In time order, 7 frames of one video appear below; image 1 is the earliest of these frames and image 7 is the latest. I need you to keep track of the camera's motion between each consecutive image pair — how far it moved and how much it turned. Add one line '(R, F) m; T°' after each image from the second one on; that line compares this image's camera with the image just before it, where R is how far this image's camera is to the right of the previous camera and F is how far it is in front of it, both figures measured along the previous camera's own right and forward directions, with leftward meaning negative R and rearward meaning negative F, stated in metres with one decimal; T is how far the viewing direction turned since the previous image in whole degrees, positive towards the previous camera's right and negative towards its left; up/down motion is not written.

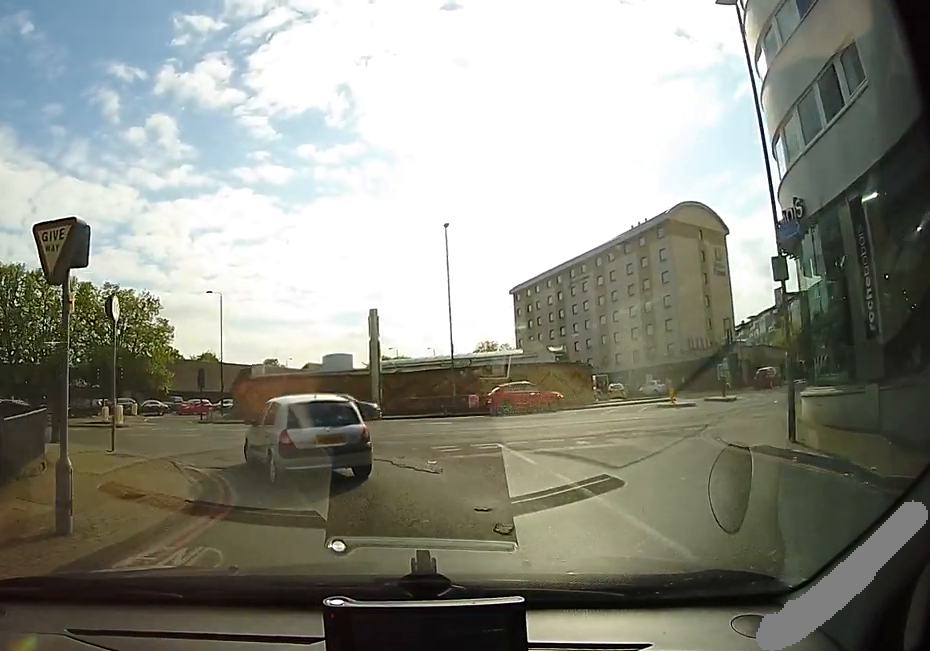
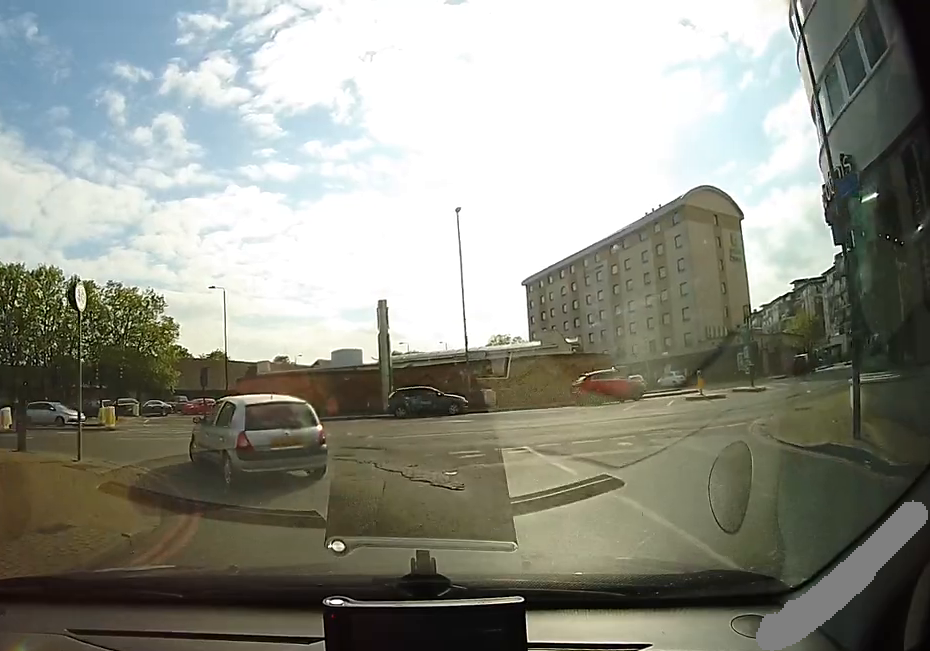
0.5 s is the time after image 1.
(0.0, +1.2) m; -1°
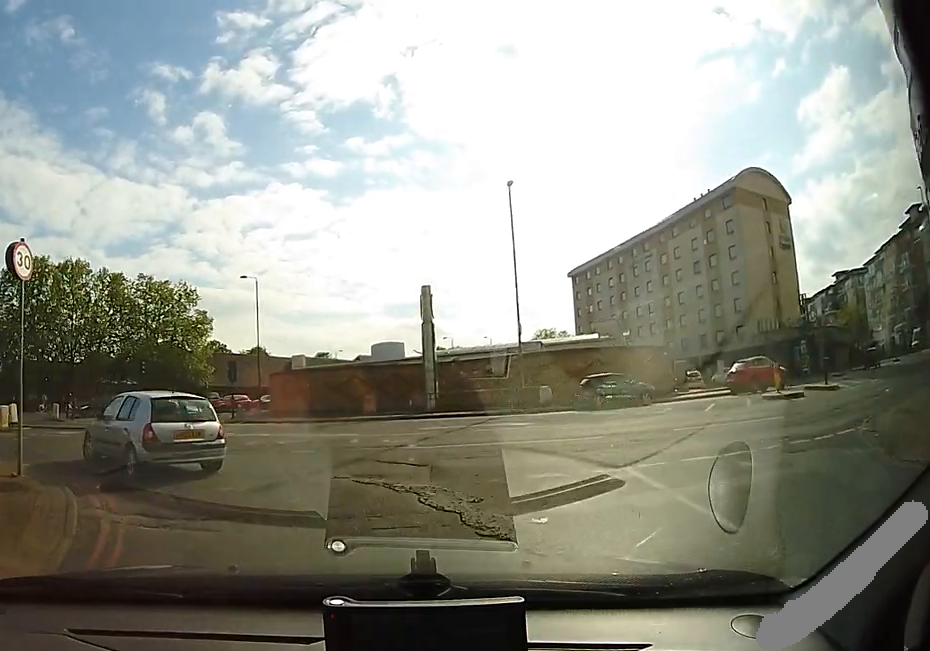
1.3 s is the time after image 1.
(0.0, +2.1) m; -9°
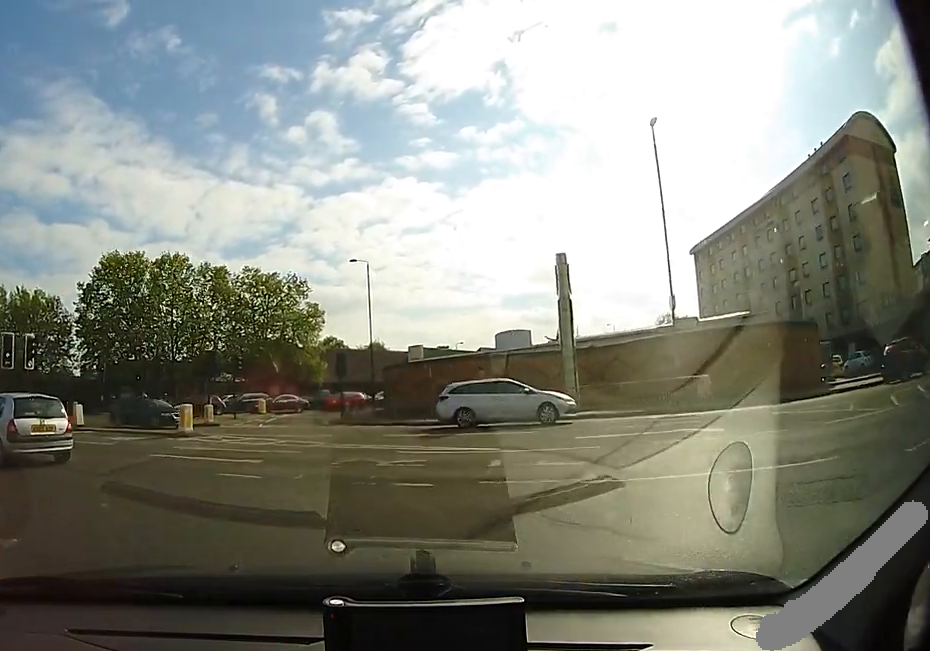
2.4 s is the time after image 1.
(-0.5, +3.4) m; -25°
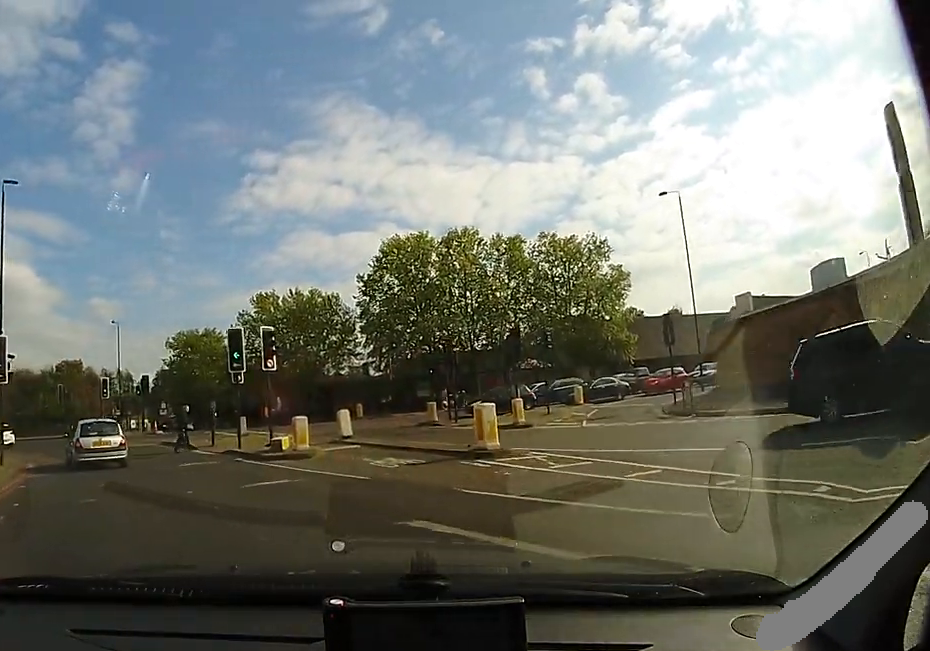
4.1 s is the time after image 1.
(-1.9, +4.1) m; -58°
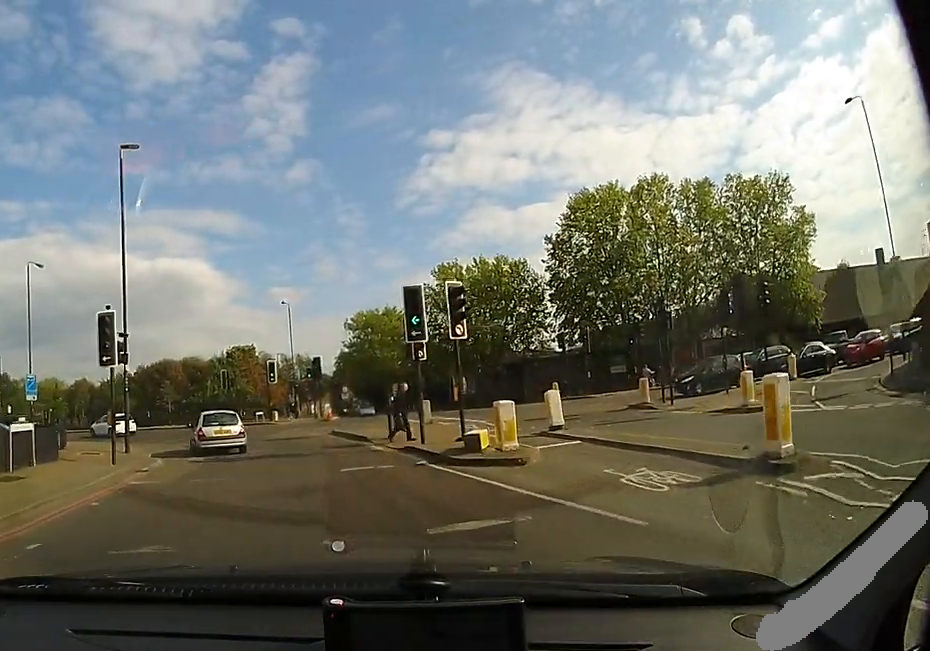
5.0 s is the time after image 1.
(-0.9, +1.9) m; -31°
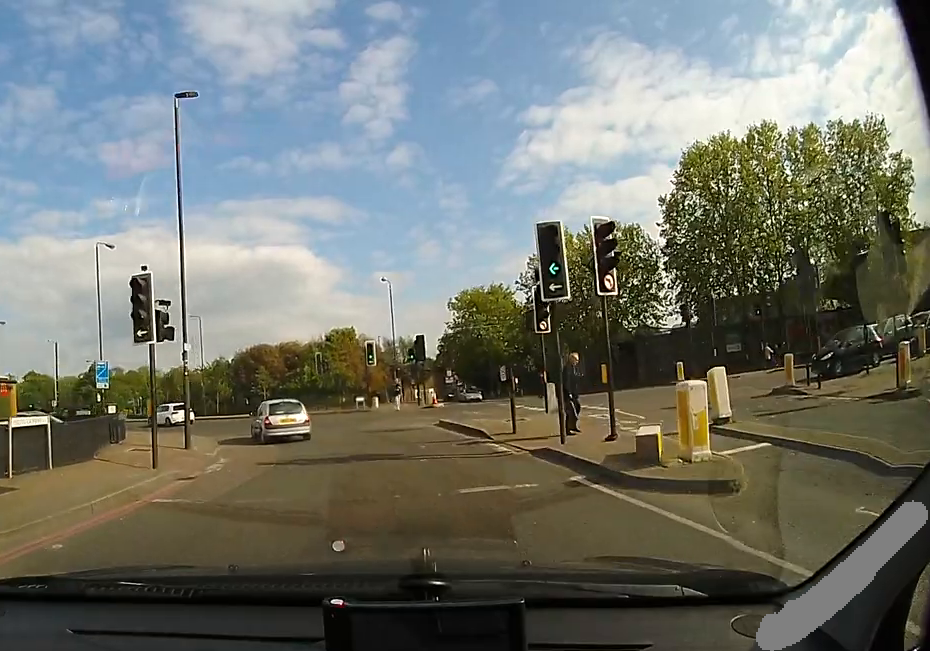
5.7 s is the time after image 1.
(-0.4, +2.1) m; -2°
